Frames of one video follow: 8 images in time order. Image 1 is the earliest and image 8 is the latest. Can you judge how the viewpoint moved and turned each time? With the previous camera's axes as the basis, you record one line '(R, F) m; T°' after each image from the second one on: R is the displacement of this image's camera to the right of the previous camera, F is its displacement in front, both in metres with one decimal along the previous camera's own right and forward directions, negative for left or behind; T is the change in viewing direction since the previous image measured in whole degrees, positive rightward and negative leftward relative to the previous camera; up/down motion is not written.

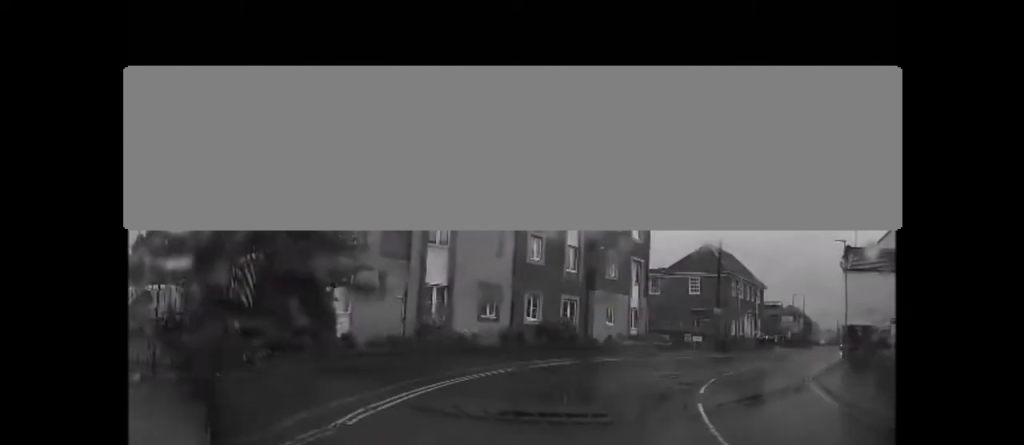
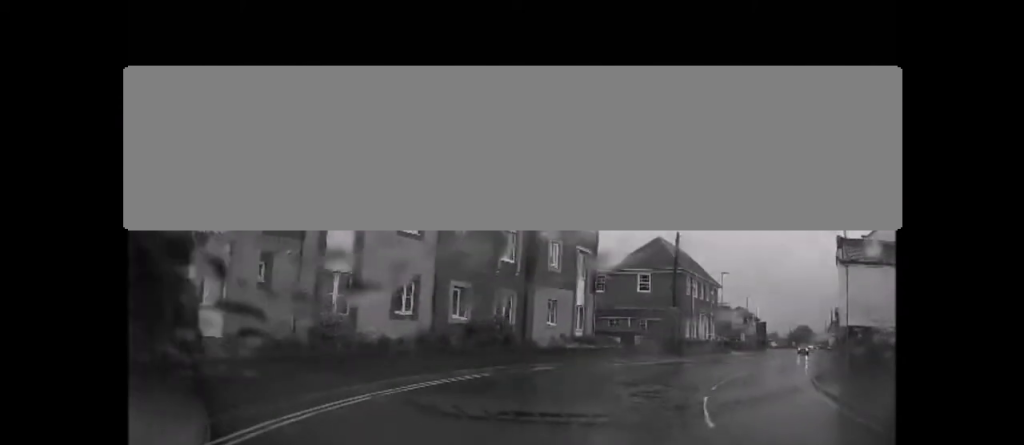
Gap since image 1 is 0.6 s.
(0.0, +4.1) m; +7°
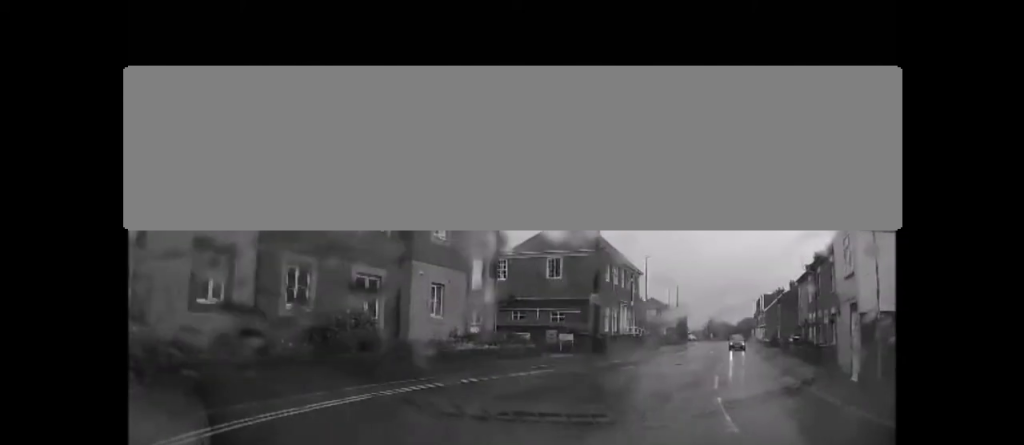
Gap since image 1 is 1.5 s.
(+0.9, +6.5) m; +14°
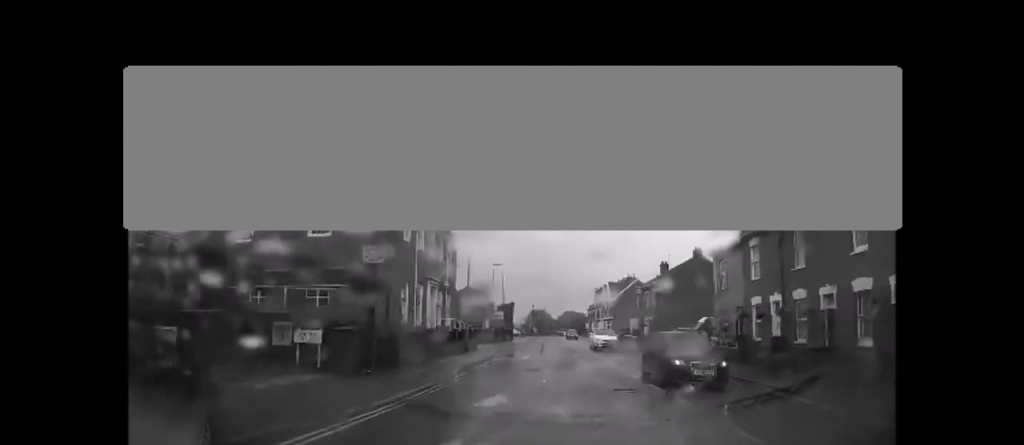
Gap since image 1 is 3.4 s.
(+2.8, +14.2) m; +18°
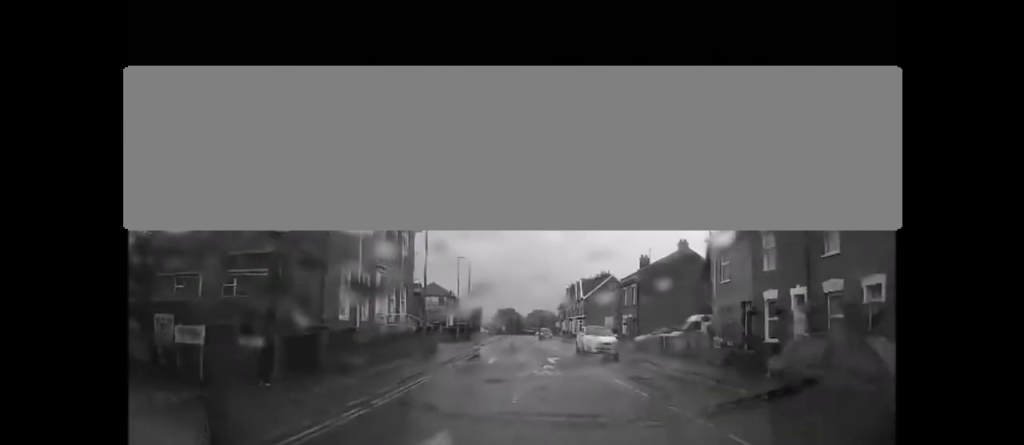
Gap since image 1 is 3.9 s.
(+0.1, +4.1) m; +3°
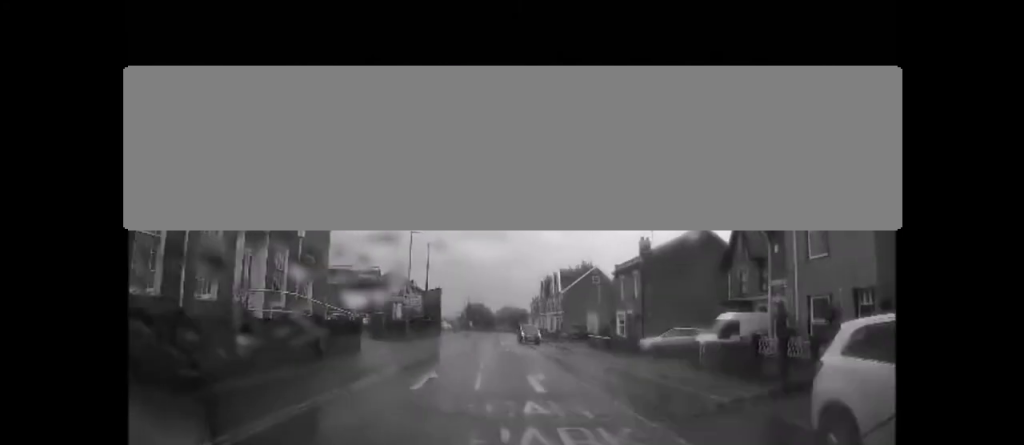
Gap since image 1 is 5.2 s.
(+0.5, +10.0) m; +3°
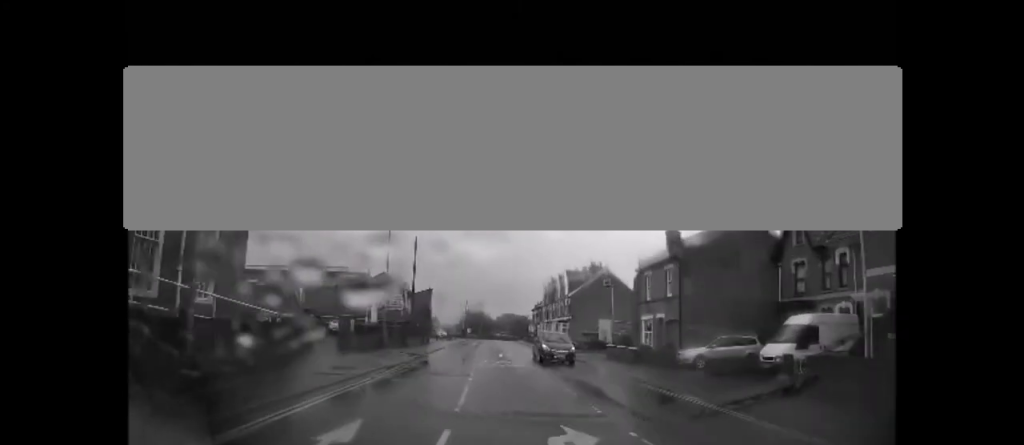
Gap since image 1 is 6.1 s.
(0.0, +6.9) m; +1°
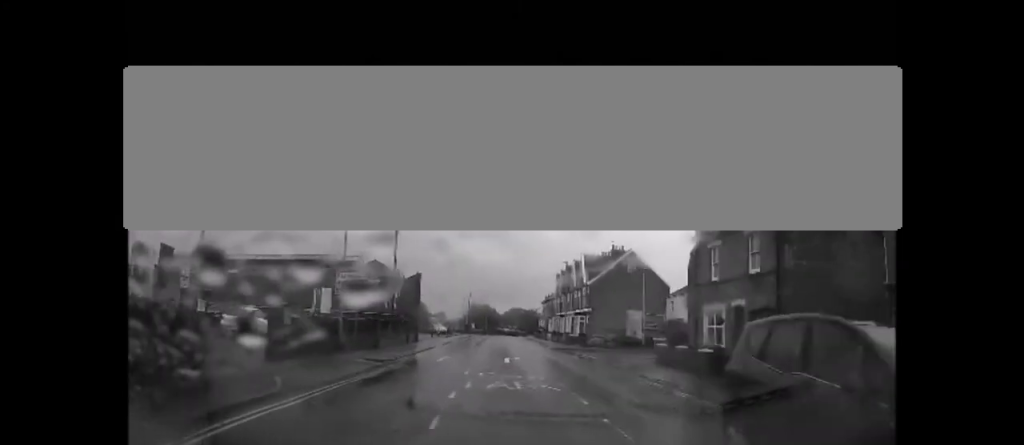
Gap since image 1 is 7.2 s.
(+0.2, +8.9) m; +2°
